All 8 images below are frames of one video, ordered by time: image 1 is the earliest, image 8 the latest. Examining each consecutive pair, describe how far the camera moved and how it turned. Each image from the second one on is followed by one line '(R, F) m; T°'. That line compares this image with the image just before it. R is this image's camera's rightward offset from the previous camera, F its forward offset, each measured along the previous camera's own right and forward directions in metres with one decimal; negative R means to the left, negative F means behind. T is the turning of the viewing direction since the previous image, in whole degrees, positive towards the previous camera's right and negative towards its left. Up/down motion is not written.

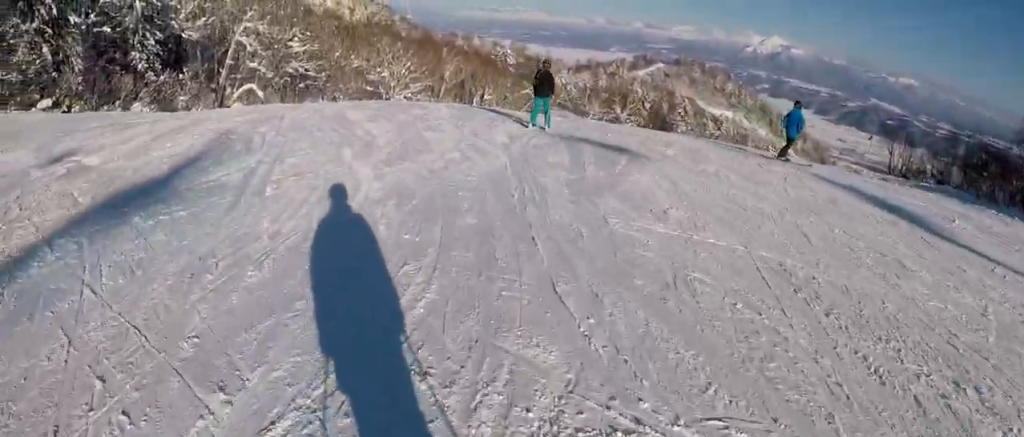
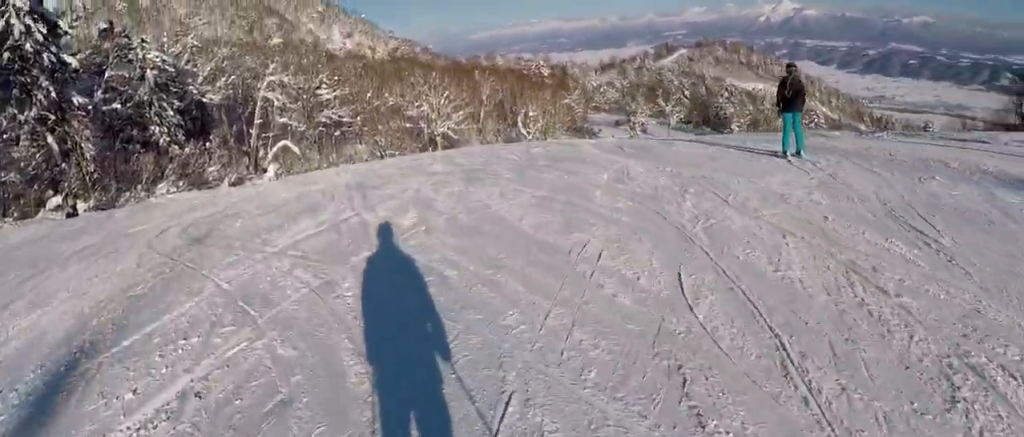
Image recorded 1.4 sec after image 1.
(-1.9, +7.5) m; -2°
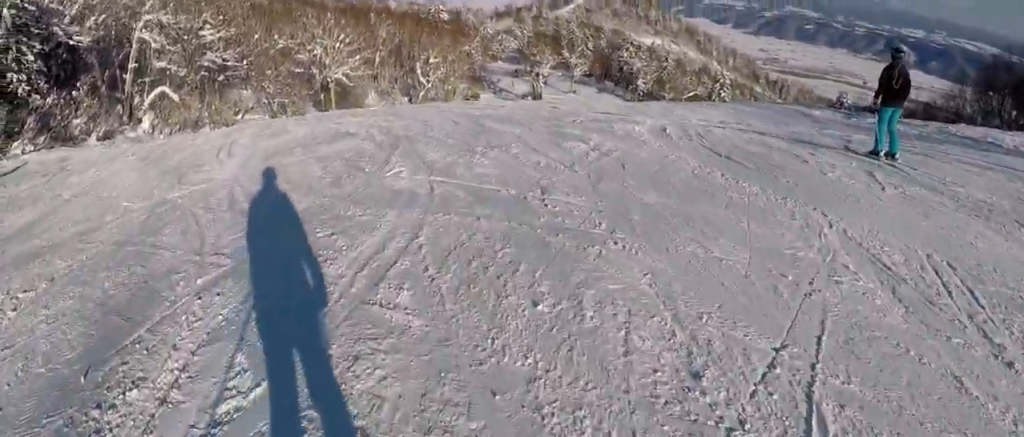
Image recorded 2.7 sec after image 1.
(+1.5, +5.8) m; +3°
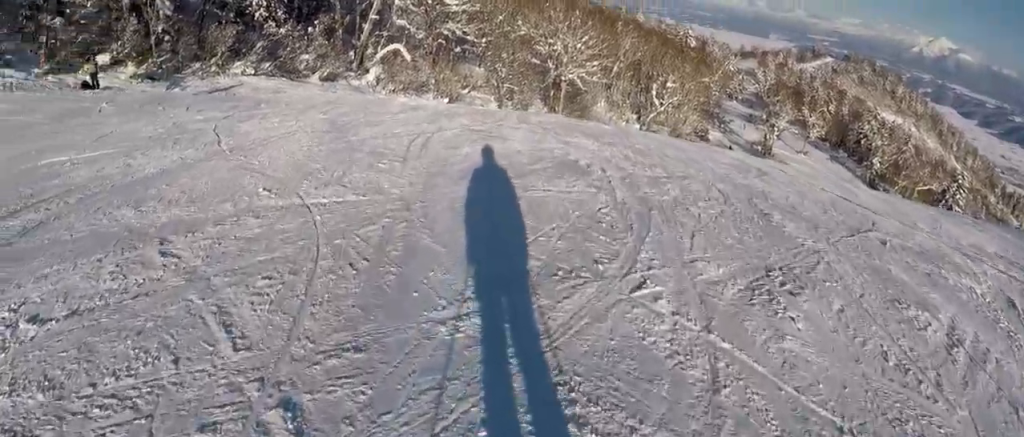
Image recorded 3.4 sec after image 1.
(-0.6, +2.9) m; -8°
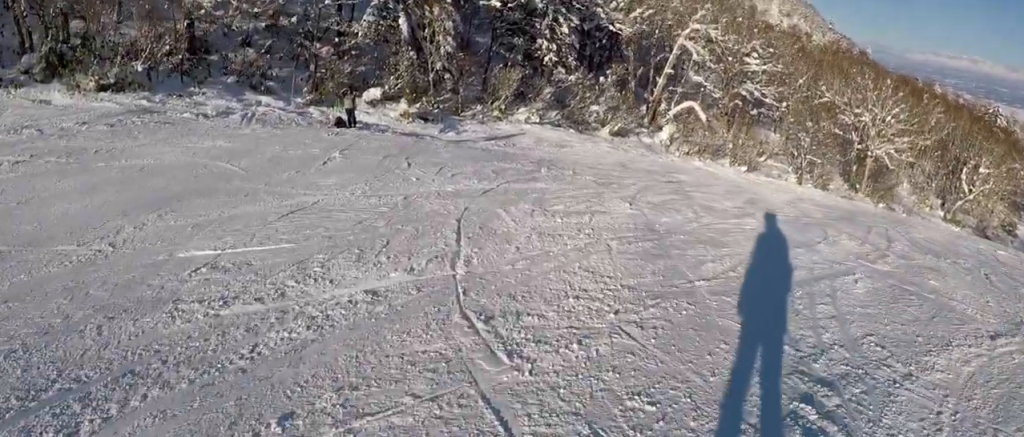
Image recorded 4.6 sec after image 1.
(-0.2, +5.6) m; -6°
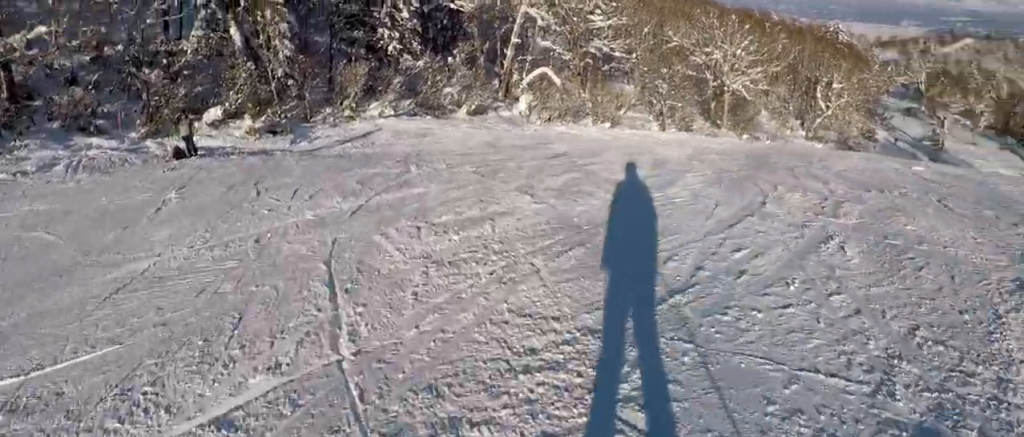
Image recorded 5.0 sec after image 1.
(-0.4, +1.8) m; +2°
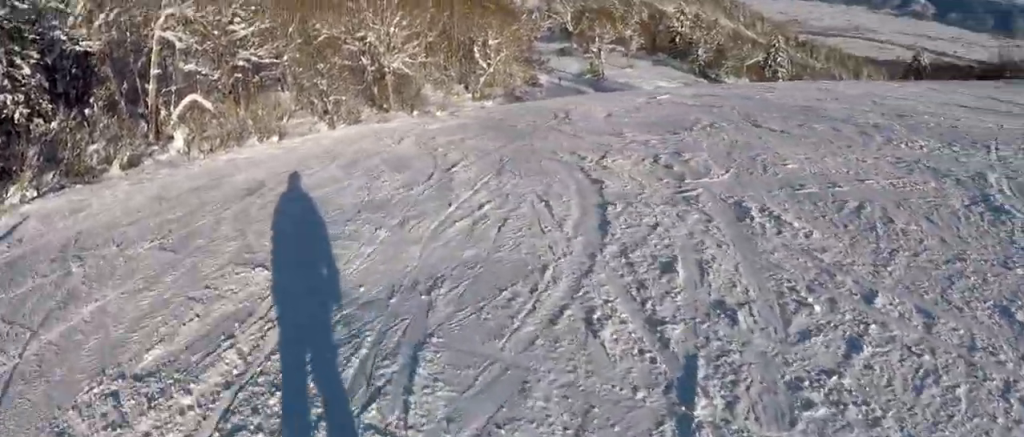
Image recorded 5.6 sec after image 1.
(+0.2, +2.5) m; +9°
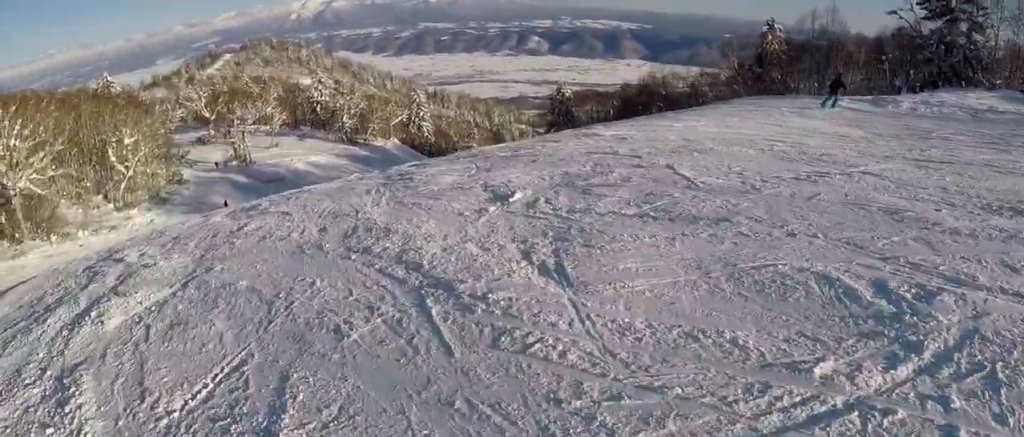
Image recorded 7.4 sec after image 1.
(+2.1, +6.5) m; +47°
